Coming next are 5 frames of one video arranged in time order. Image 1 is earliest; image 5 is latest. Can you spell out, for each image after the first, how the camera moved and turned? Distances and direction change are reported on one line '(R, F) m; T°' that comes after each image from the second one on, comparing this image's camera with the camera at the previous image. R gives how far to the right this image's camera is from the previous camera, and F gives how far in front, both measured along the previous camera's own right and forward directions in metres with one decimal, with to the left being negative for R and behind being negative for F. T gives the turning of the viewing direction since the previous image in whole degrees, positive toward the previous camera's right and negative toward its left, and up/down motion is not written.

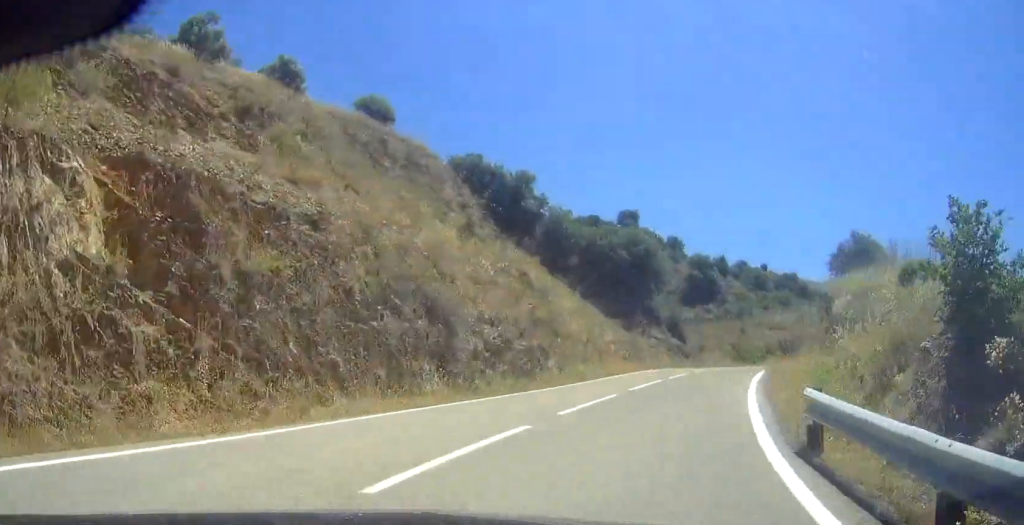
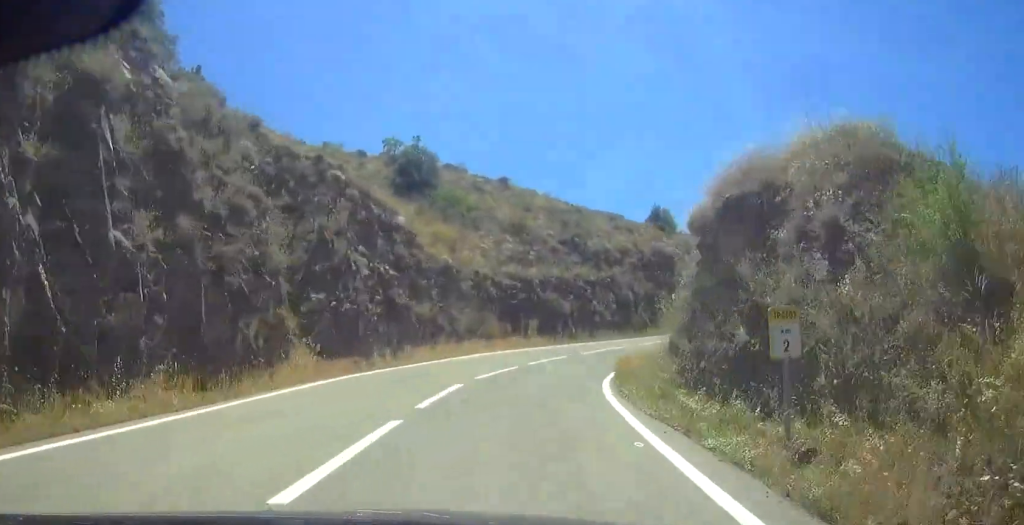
(+63.0, +133.0) m; +42°
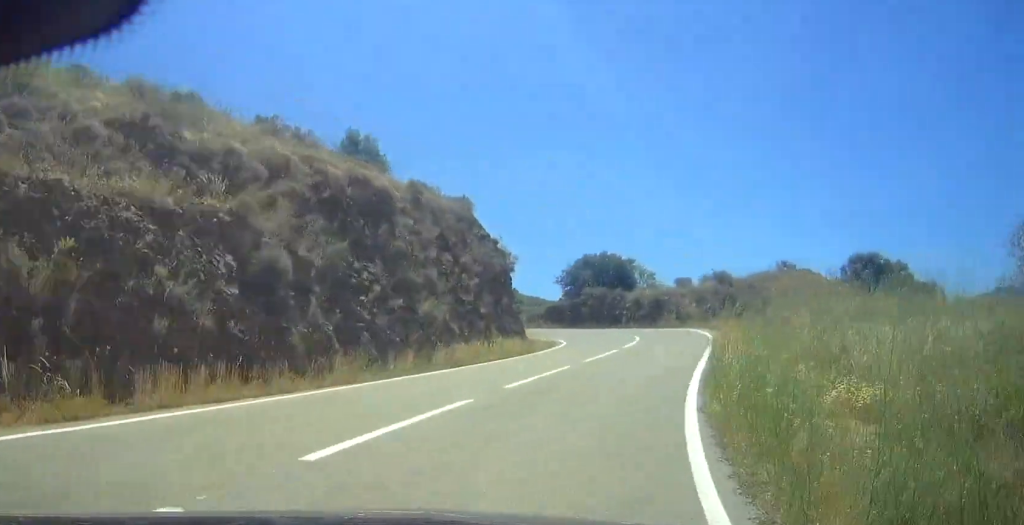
(+5.4, +32.8) m; +6°
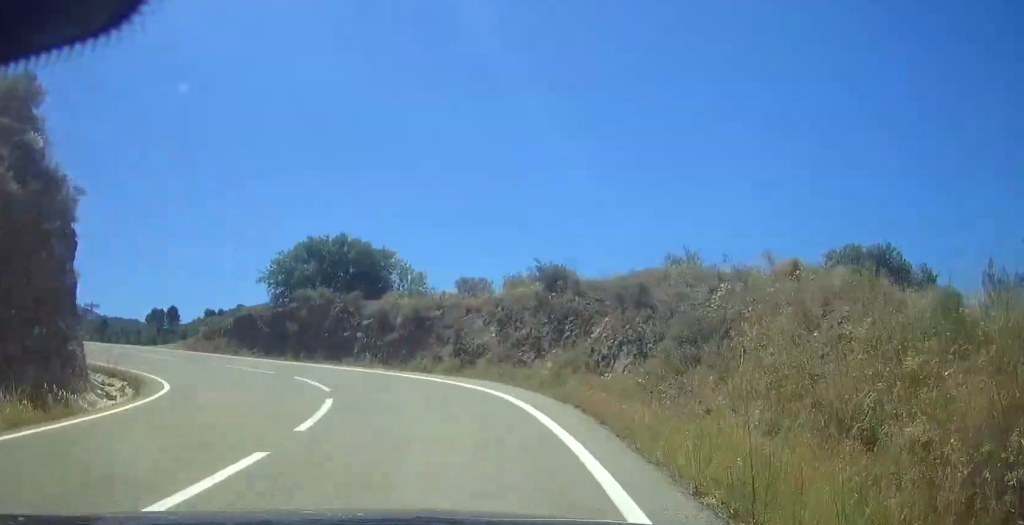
(+2.7, +23.9) m; -9°
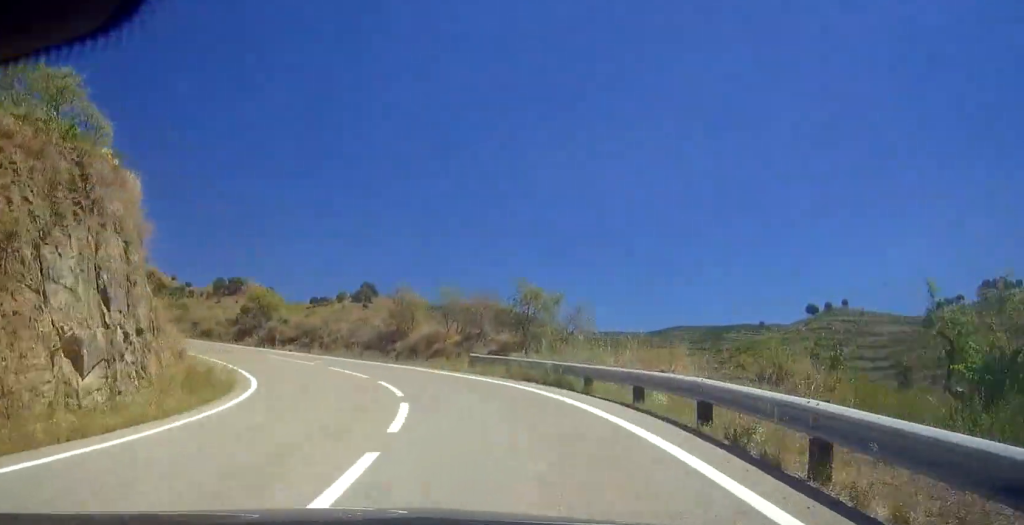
(-53.6, +29.8) m; -115°
